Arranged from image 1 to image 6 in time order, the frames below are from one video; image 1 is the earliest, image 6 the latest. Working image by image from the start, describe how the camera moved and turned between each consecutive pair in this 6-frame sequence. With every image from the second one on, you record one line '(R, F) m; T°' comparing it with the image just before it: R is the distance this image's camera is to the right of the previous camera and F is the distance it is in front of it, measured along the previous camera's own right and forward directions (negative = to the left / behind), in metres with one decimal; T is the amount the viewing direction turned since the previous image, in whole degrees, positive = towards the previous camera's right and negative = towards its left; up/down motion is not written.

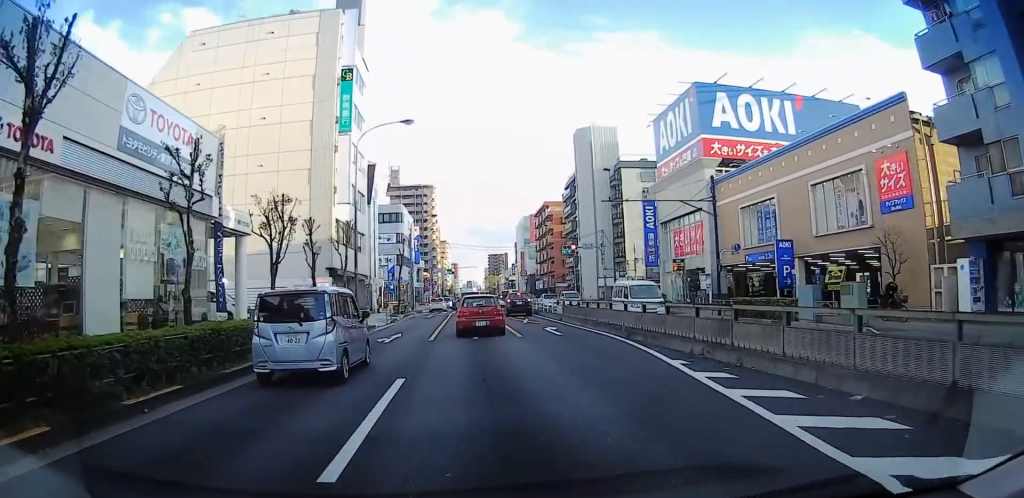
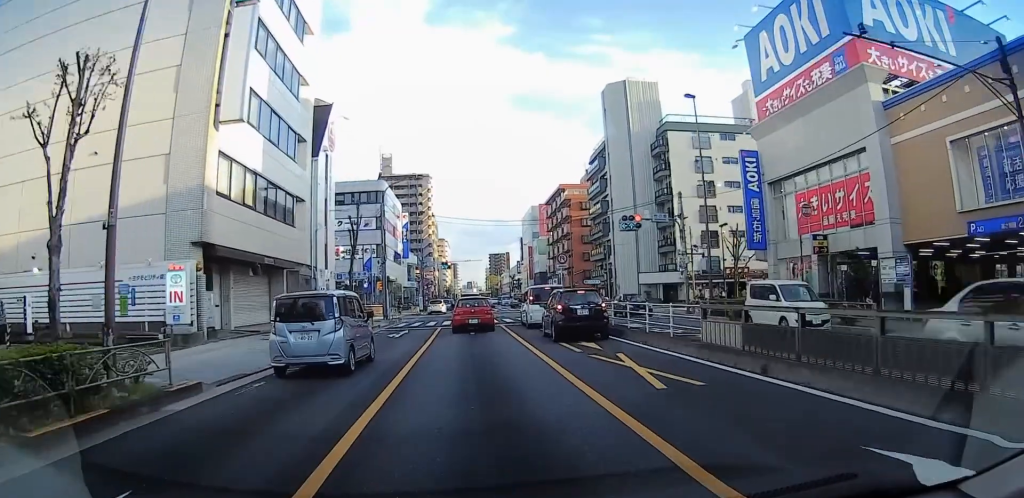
(+0.2, +22.9) m; +1°
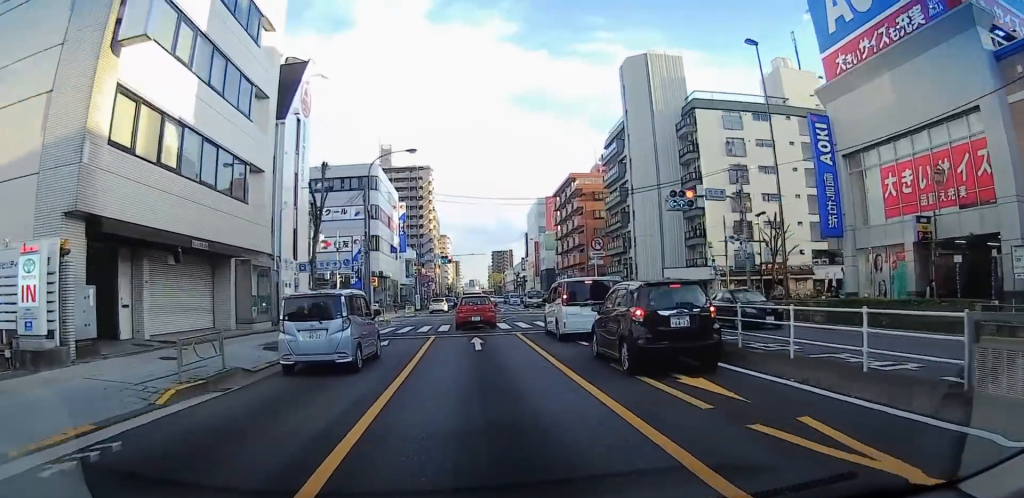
(0.0, +8.2) m; 0°
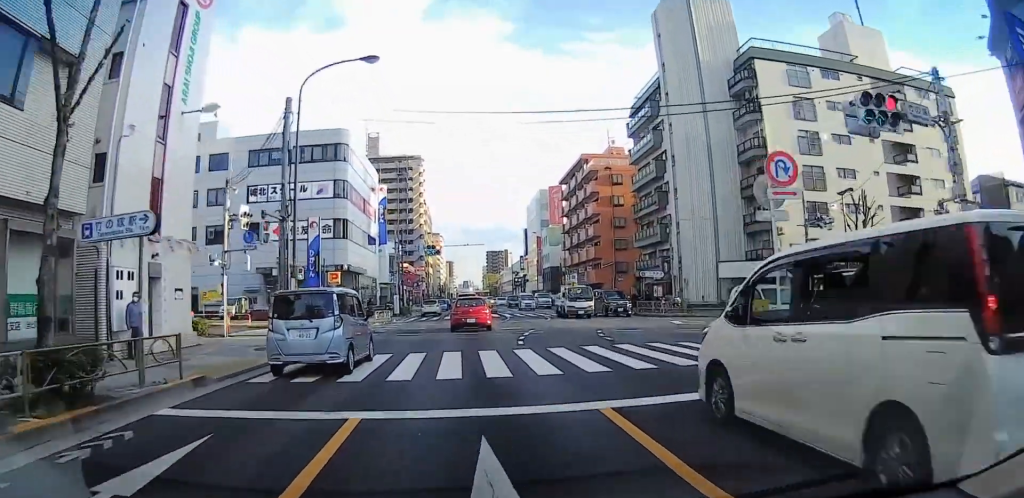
(+0.1, +14.2) m; +1°
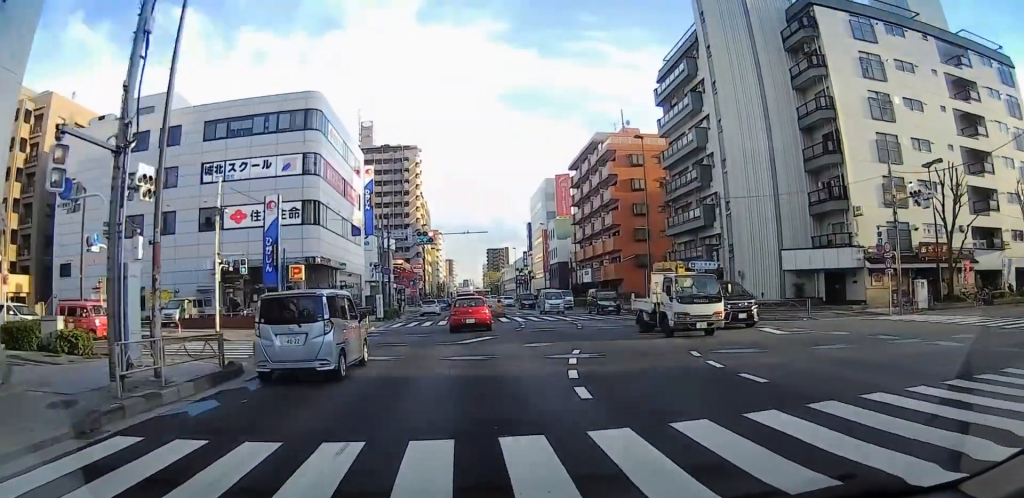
(0.0, +9.4) m; 0°
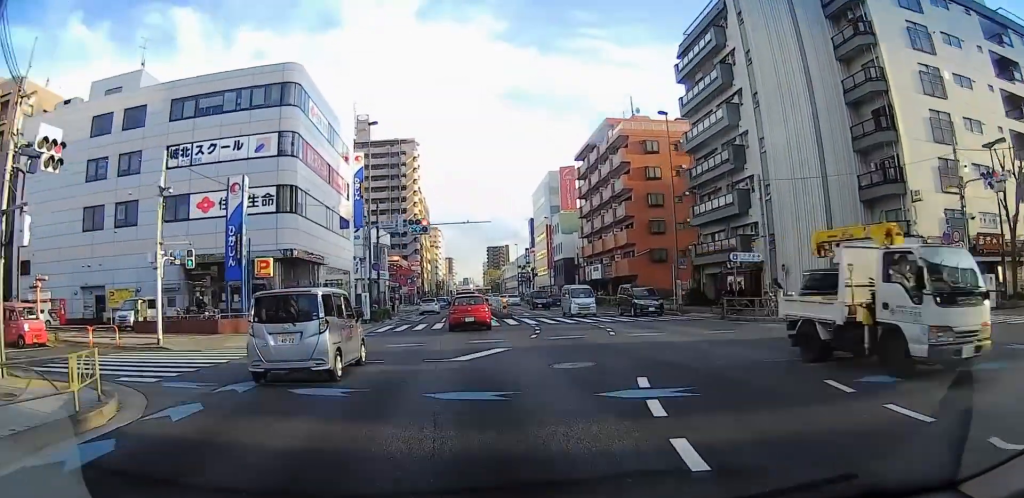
(0.0, +5.9) m; 0°
